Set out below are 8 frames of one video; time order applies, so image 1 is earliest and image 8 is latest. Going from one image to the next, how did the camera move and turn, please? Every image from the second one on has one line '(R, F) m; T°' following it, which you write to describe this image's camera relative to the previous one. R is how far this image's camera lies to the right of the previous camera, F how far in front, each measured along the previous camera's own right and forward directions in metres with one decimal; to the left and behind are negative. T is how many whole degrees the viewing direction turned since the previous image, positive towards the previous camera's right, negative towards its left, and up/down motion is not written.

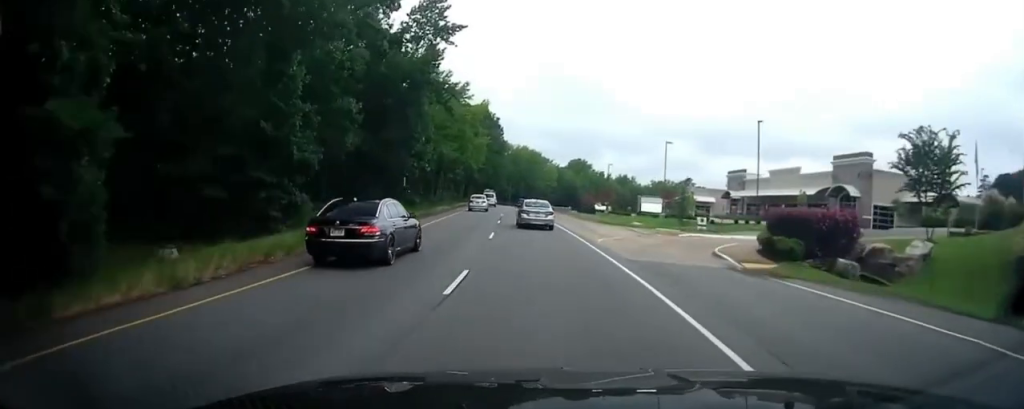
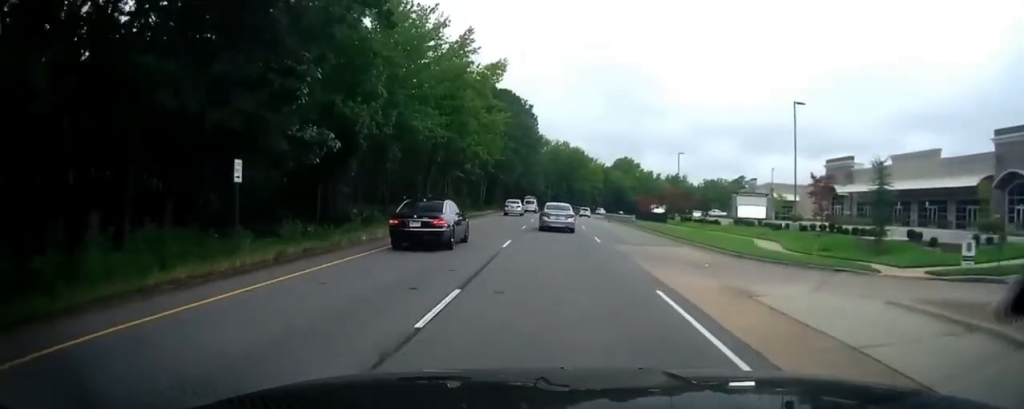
(-1.3, +26.8) m; -4°
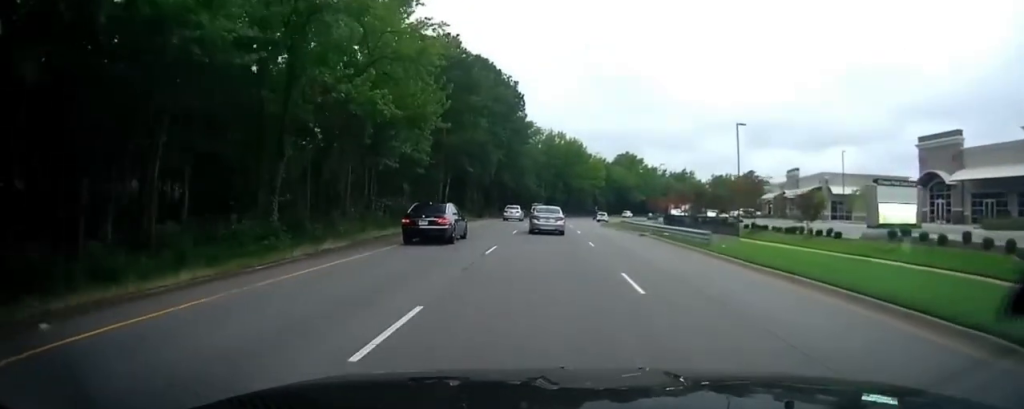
(-0.2, +23.0) m; 0°
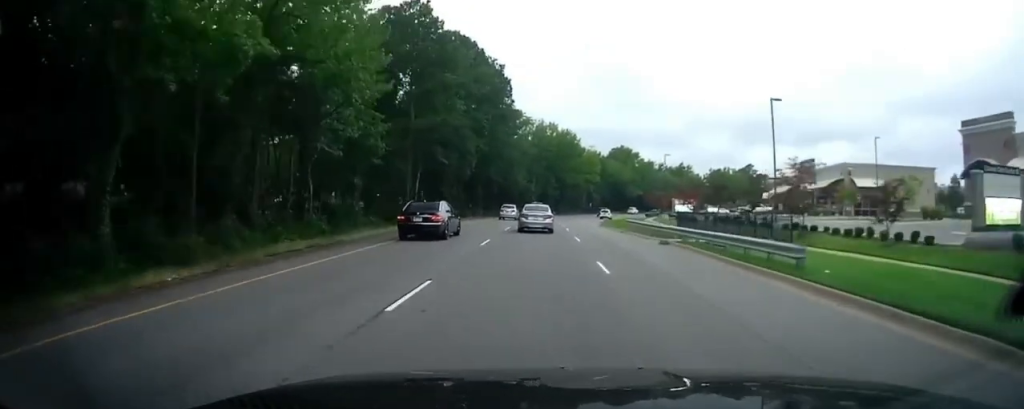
(+0.1, +9.0) m; 0°
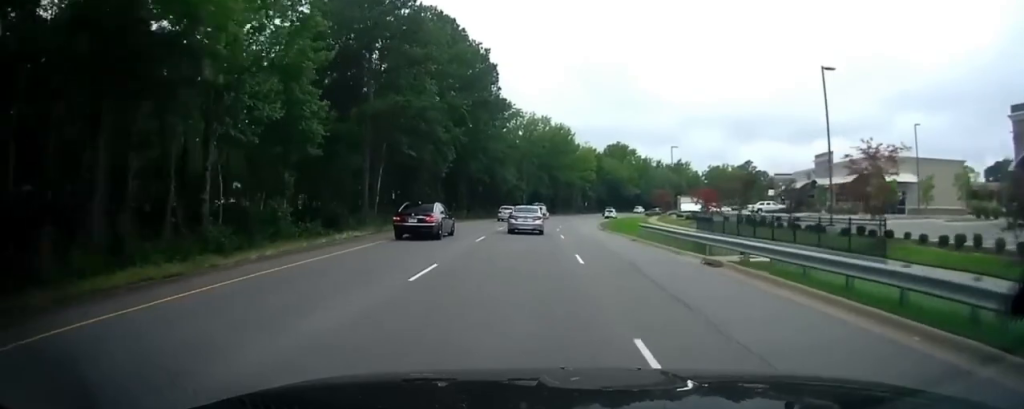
(0.0, +7.9) m; 0°
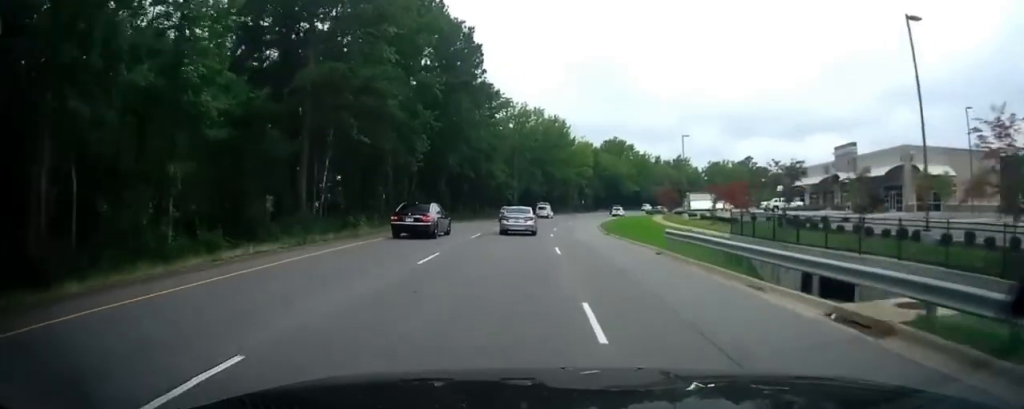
(+0.1, +8.4) m; 0°
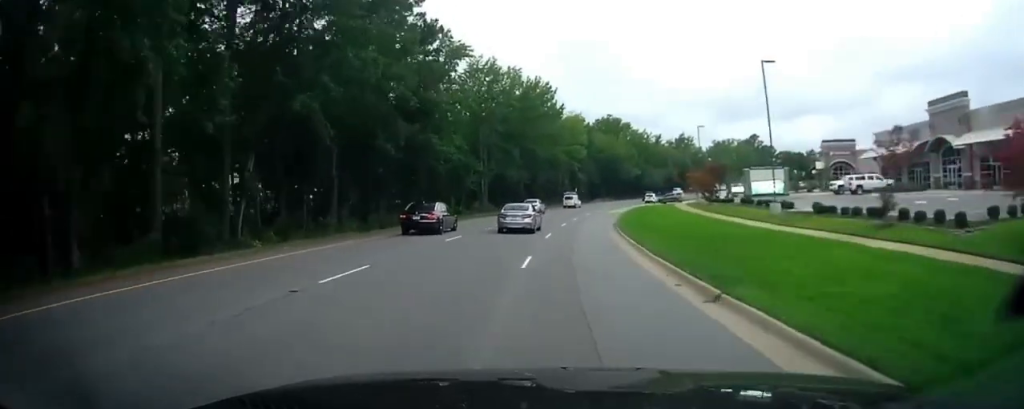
(+0.3, +27.1) m; +1°
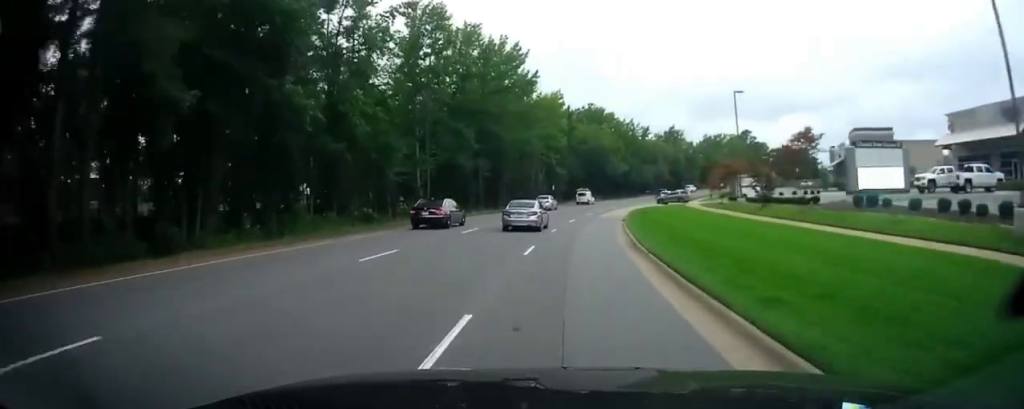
(+0.2, +21.8) m; +2°
